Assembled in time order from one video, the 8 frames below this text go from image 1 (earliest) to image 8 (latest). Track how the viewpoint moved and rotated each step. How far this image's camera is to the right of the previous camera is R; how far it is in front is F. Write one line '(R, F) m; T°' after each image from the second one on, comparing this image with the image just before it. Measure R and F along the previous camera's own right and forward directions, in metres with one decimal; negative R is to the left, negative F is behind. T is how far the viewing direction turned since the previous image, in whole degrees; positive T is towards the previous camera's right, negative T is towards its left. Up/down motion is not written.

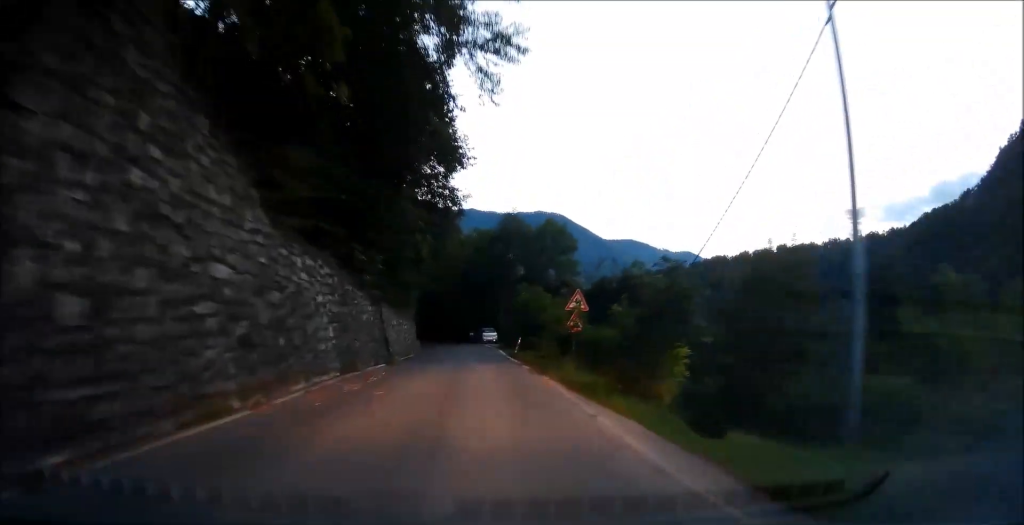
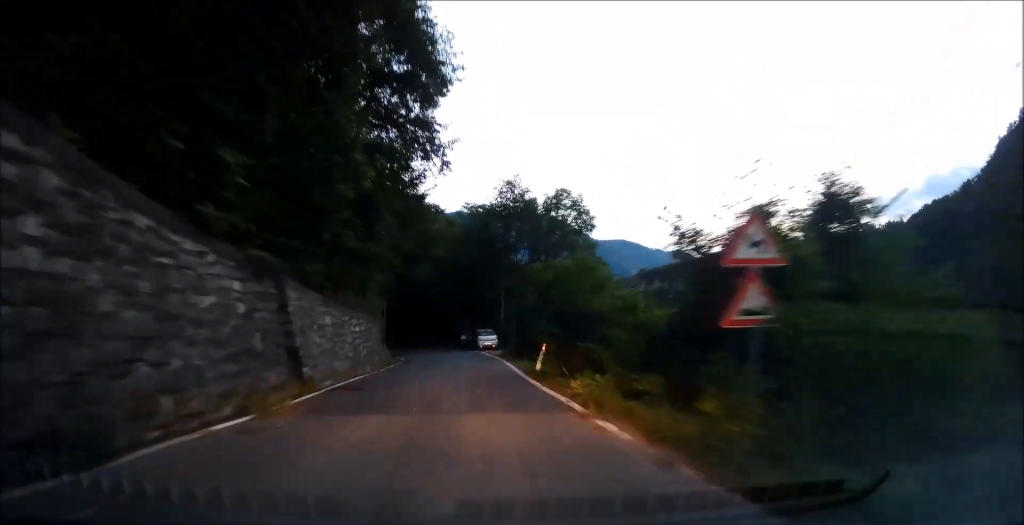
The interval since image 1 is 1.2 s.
(-0.1, +15.0) m; +1°
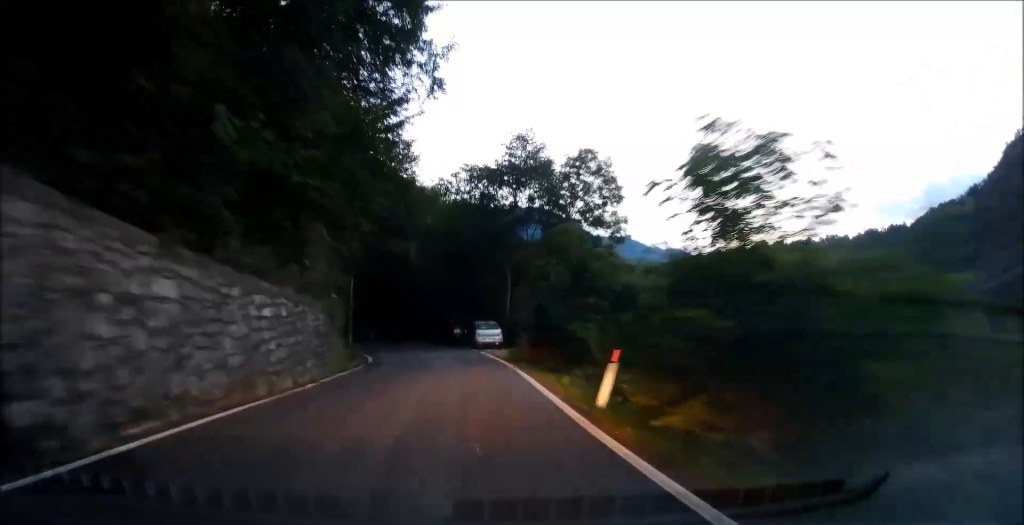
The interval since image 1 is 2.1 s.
(+0.1, +10.9) m; +1°
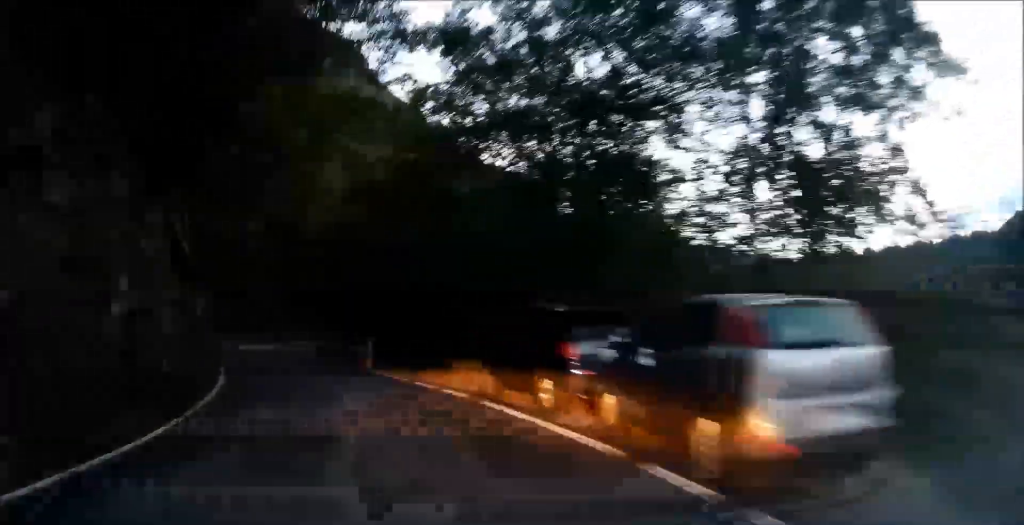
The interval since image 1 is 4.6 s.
(-1.3, +28.5) m; -9°
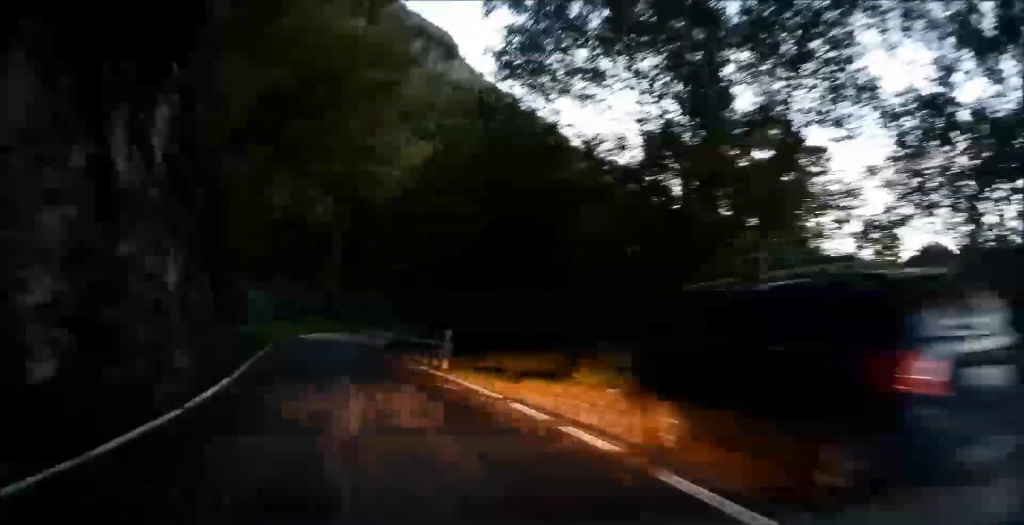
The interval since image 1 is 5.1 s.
(-0.2, +6.1) m; -3°
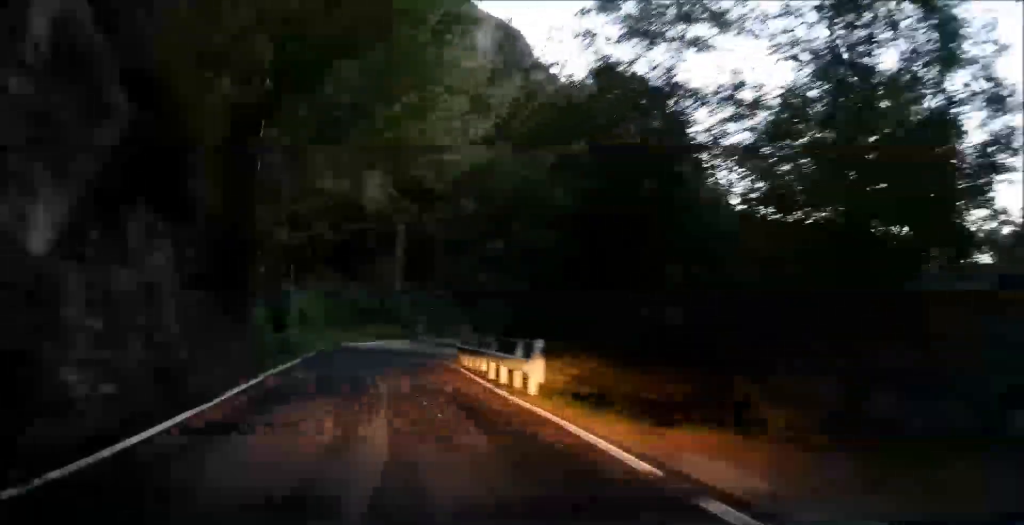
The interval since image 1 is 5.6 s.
(-0.2, +5.2) m; -1°
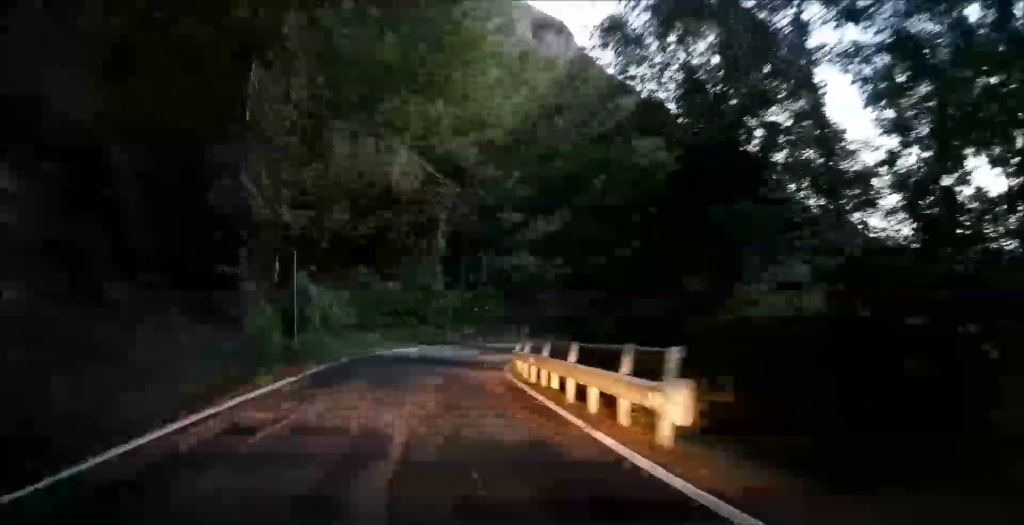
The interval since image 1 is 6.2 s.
(-0.1, +5.4) m; -1°
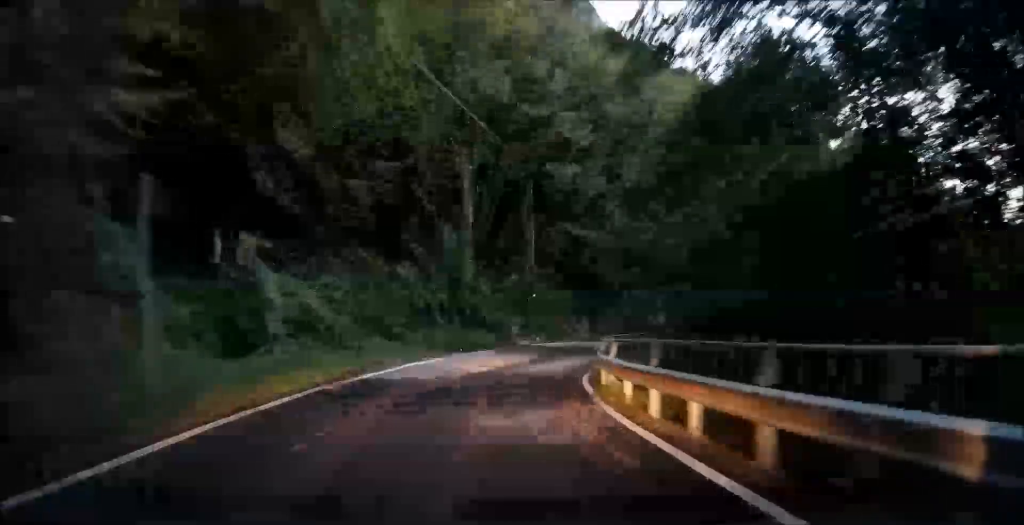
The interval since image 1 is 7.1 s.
(-0.1, +9.3) m; 0°
